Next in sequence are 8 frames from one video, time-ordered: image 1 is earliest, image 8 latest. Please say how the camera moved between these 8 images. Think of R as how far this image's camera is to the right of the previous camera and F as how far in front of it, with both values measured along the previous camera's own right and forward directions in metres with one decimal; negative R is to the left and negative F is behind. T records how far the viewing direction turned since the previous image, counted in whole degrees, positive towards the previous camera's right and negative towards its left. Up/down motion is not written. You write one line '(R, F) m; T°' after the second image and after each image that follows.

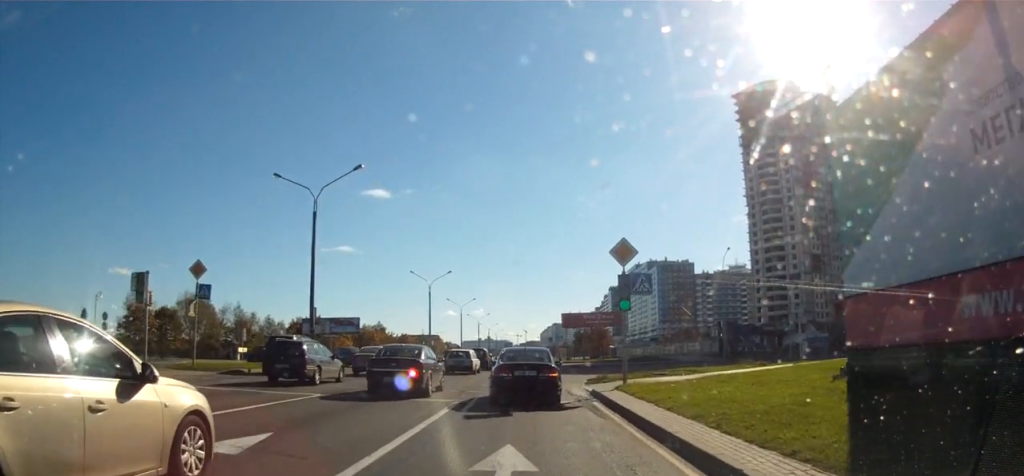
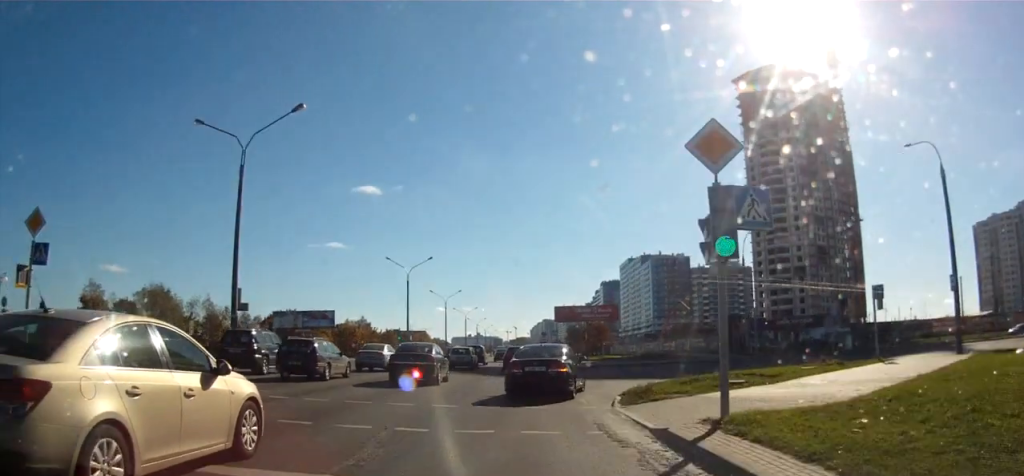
(-0.2, +9.8) m; 0°
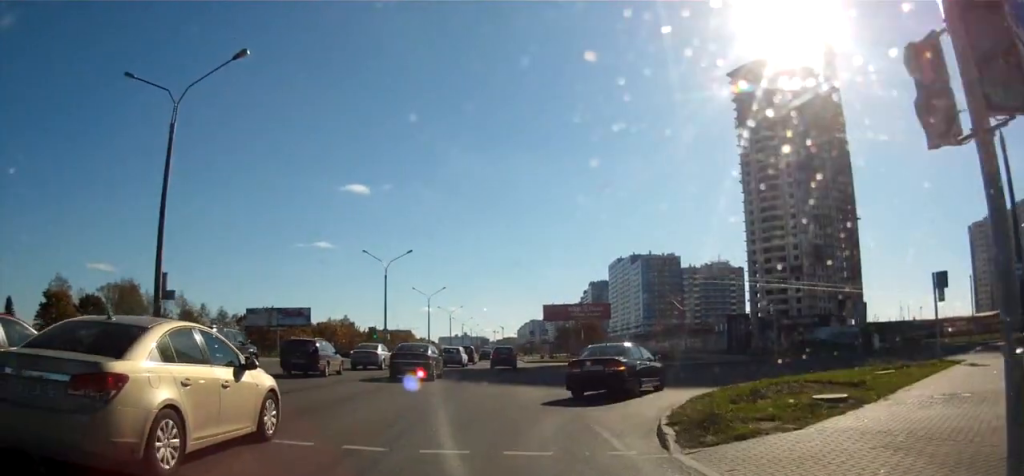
(+0.1, +6.1) m; +4°
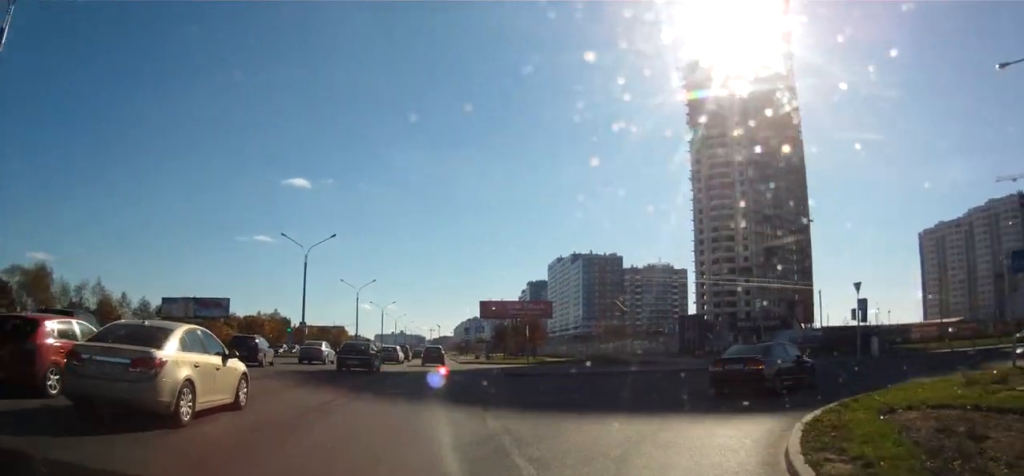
(+0.6, +8.7) m; +8°
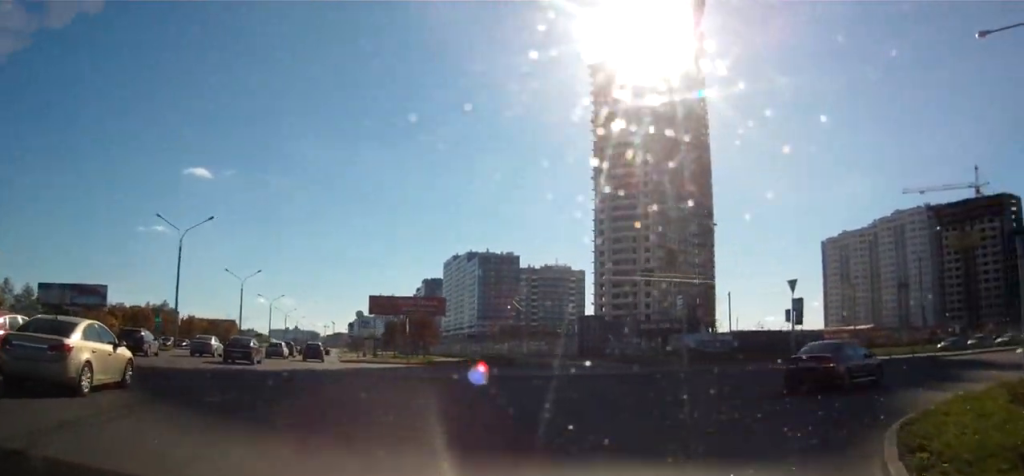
(+0.2, +6.0) m; +7°
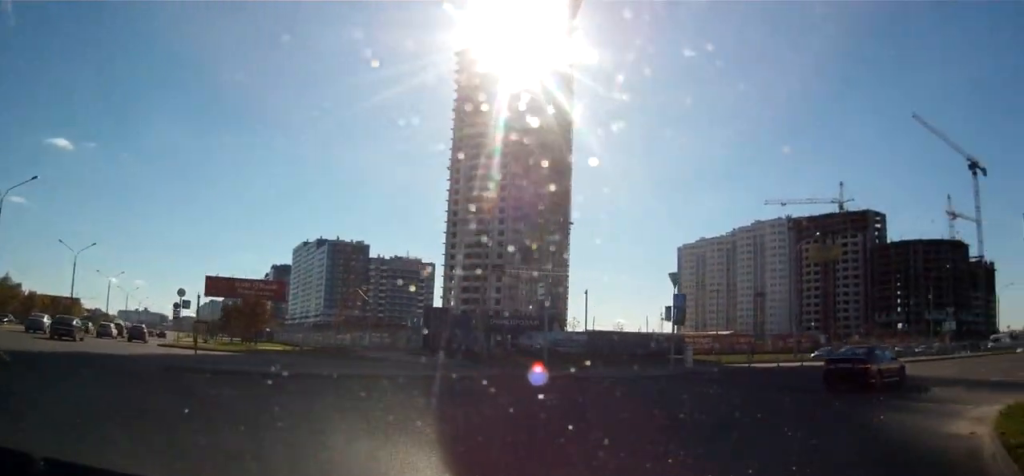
(+0.3, +5.7) m; +14°
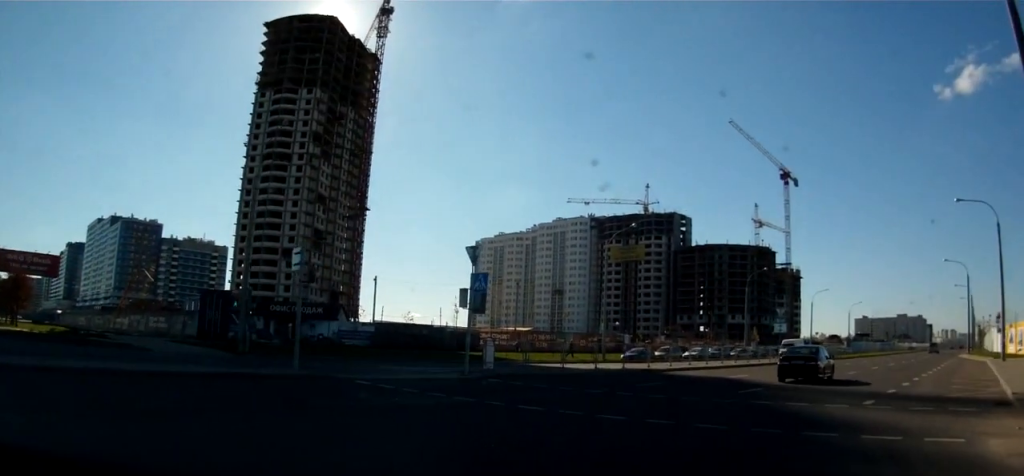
(+1.2, +5.8) m; +17°
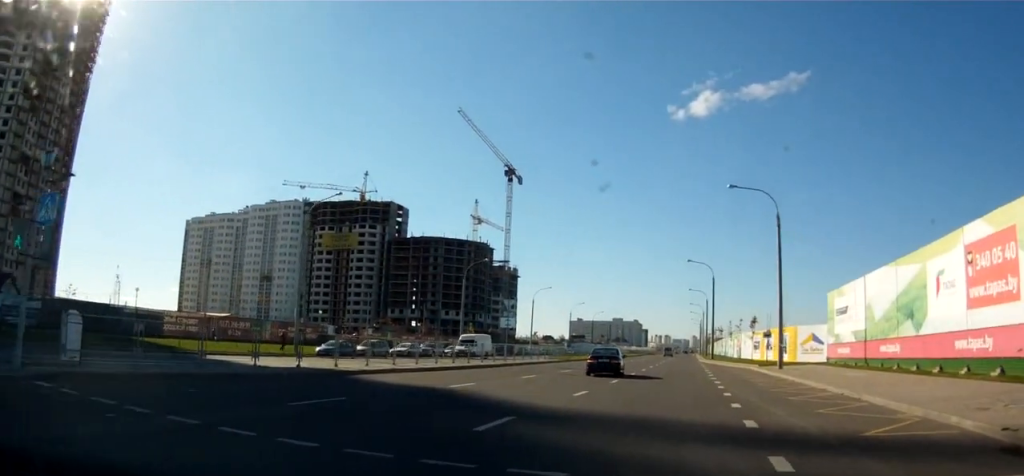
(+1.4, +8.6) m; +23°
